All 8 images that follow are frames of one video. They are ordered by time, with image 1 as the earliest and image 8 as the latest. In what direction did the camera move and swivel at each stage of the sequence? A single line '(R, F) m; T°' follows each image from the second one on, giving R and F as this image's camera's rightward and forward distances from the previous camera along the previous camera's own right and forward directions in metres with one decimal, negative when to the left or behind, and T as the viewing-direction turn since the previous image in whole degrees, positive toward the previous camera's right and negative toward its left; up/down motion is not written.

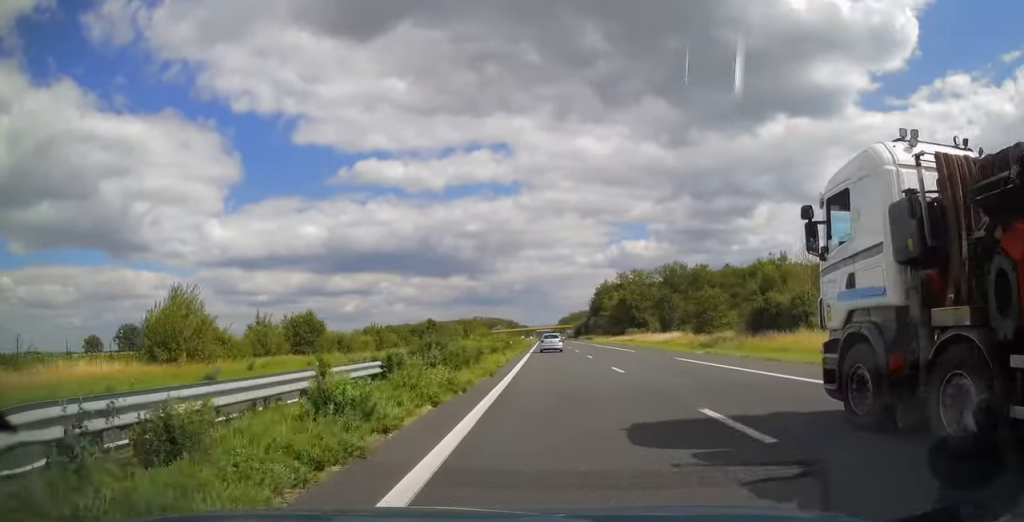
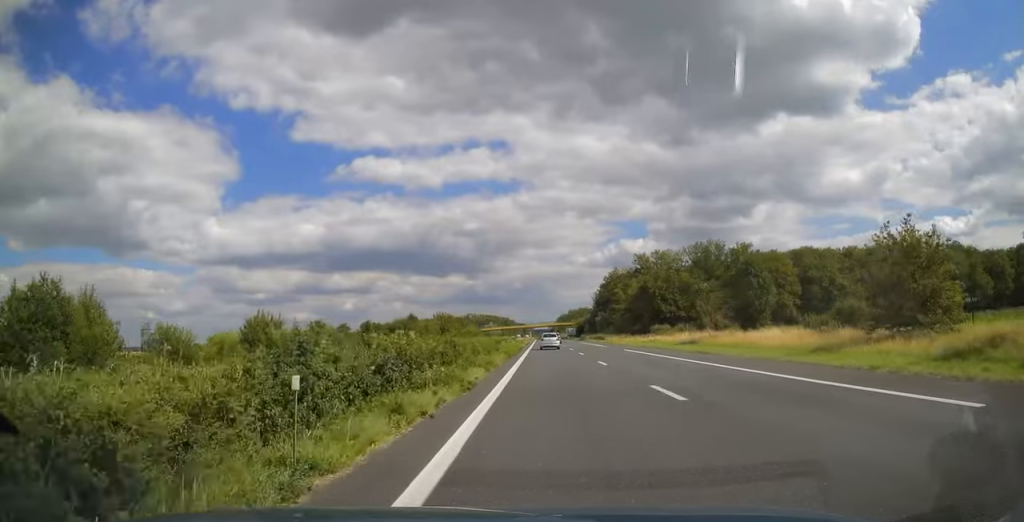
(0.0, +34.8) m; 0°
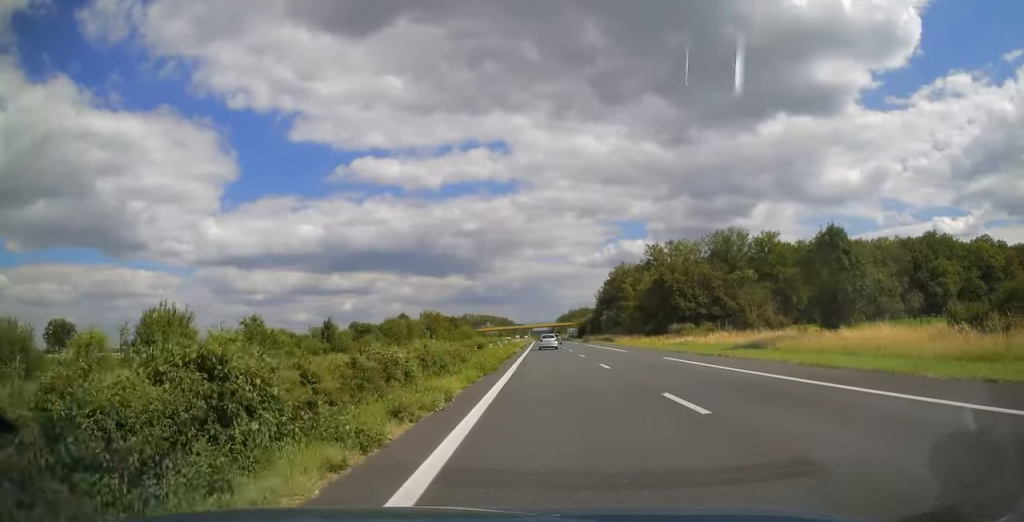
(-0.2, +14.9) m; 0°
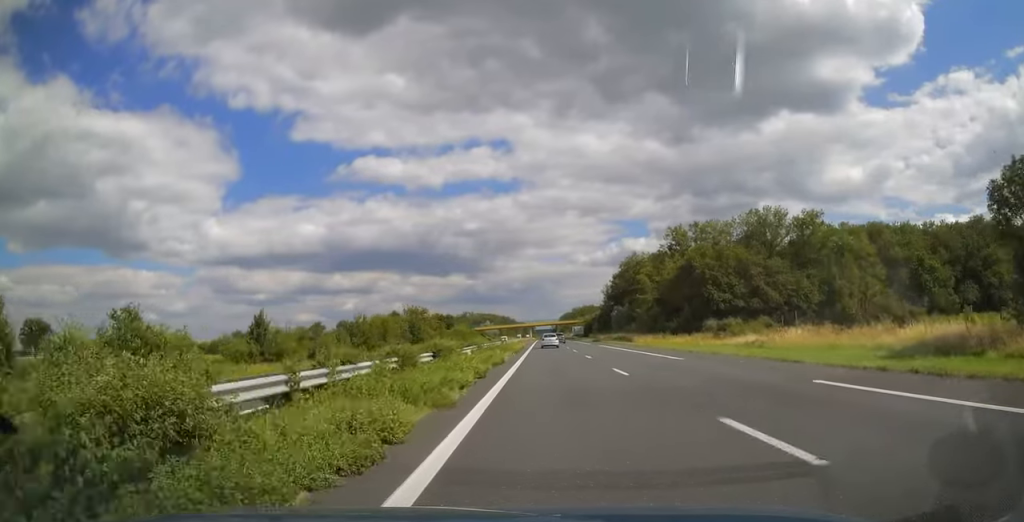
(-0.1, +17.4) m; 0°
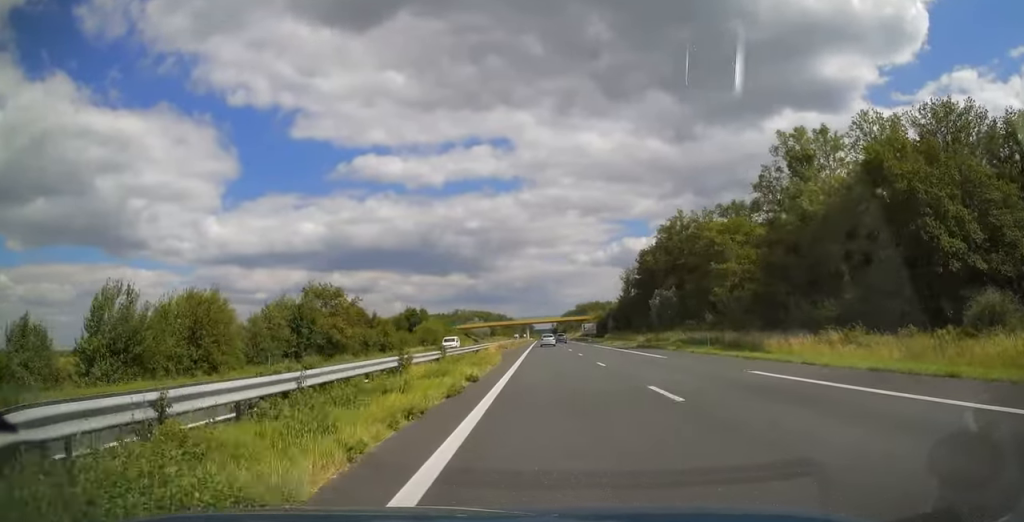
(+0.4, +47.2) m; 0°
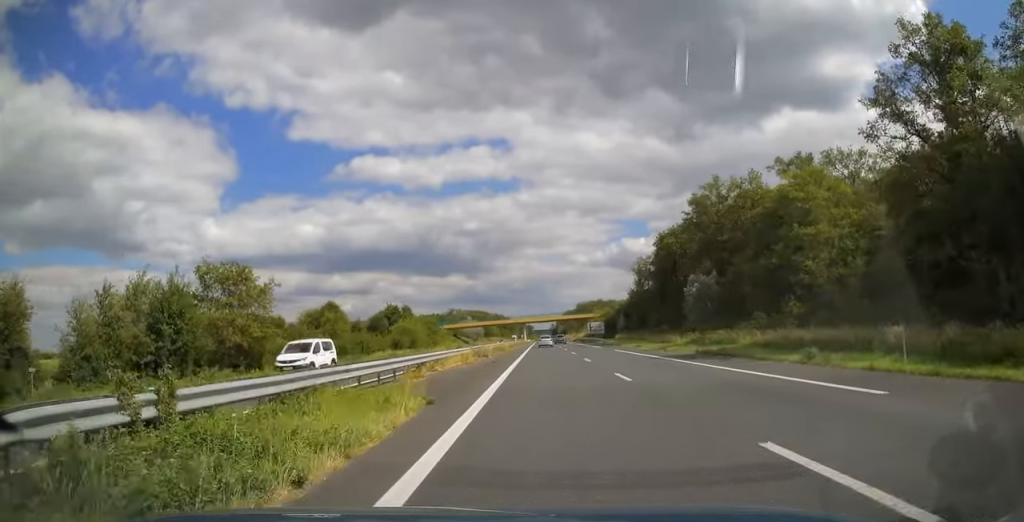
(0.0, +20.9) m; 0°
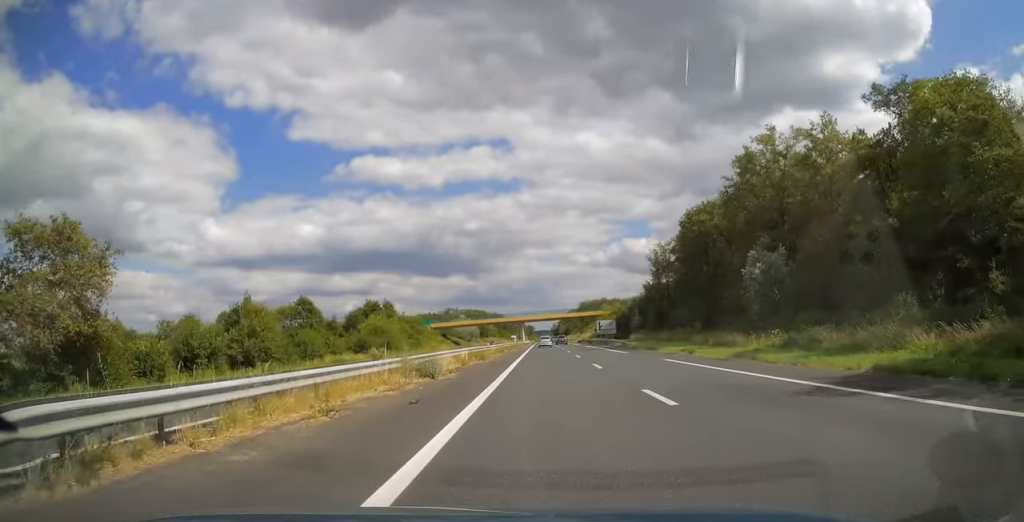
(0.0, +19.0) m; 0°
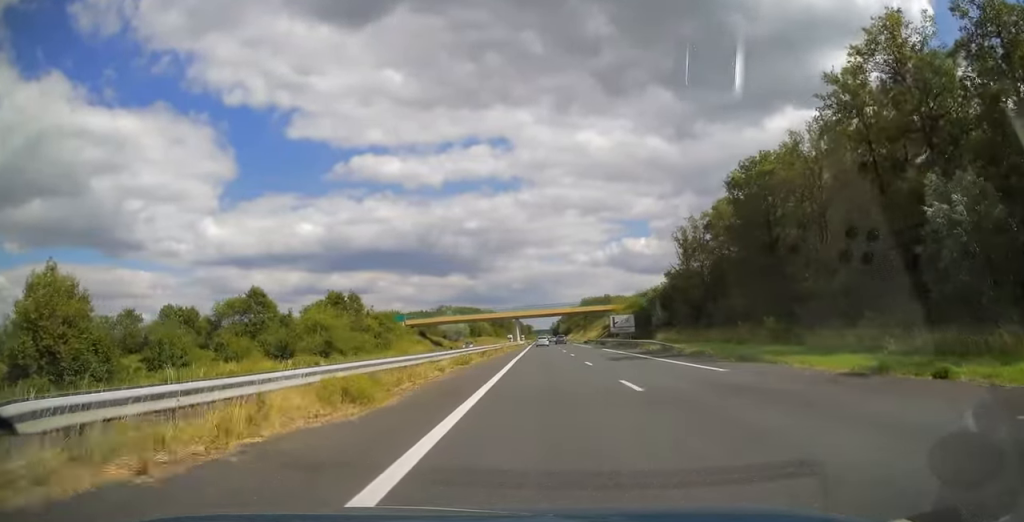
(+0.1, +23.9) m; 0°
